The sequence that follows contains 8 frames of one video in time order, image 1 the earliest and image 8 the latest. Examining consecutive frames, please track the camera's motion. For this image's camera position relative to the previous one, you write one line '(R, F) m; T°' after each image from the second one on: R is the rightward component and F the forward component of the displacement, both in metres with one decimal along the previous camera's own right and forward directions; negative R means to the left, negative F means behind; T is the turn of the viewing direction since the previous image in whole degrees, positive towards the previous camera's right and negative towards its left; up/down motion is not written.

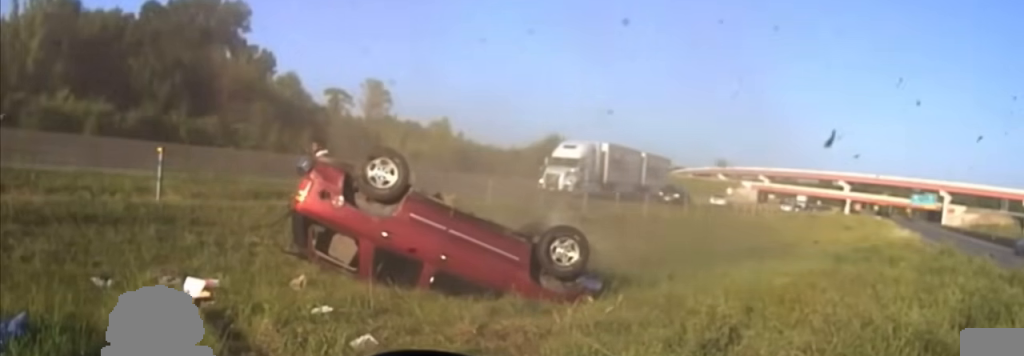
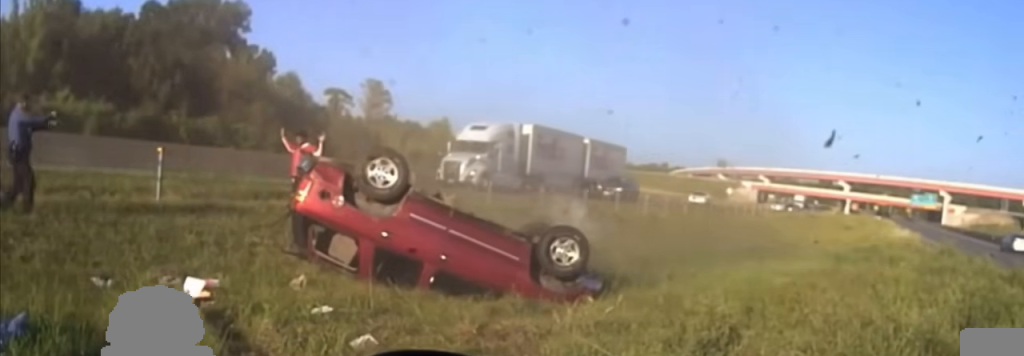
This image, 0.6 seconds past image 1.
(0.0, 0.0) m; 0°
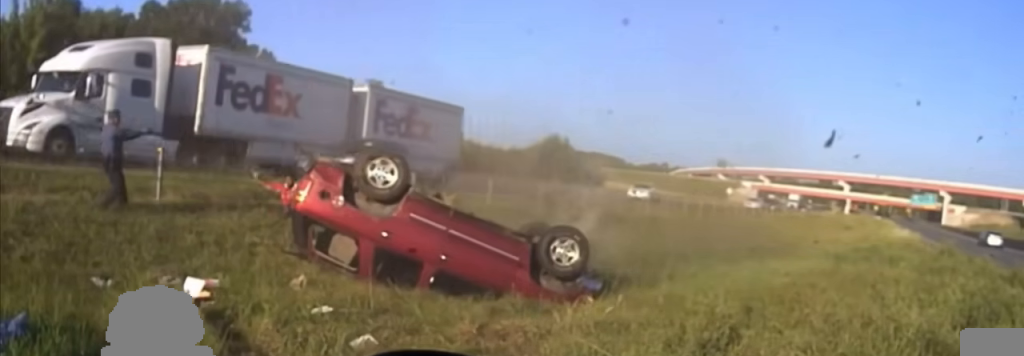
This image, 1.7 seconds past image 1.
(0.0, 0.0) m; 0°
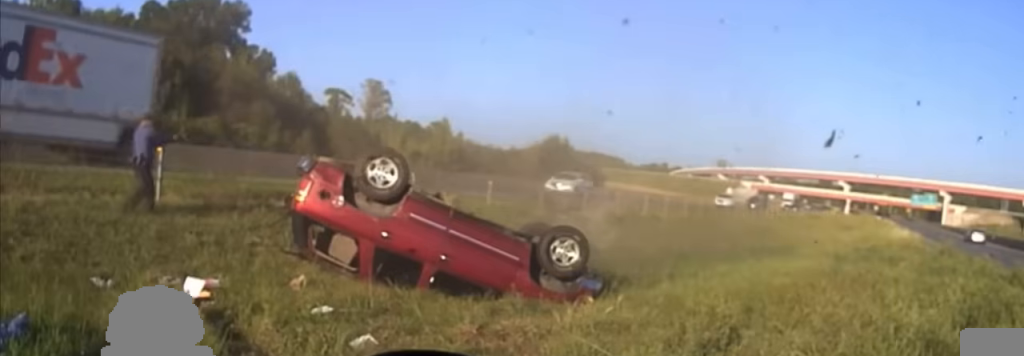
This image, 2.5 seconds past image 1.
(0.0, 0.0) m; 0°
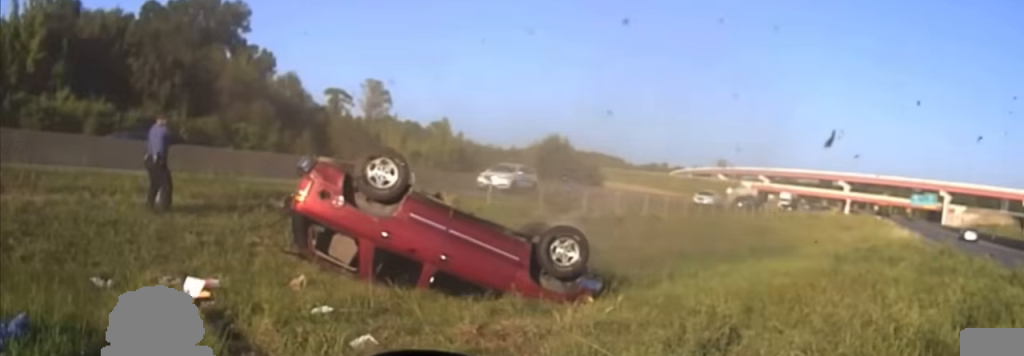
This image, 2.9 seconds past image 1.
(0.0, 0.0) m; 0°
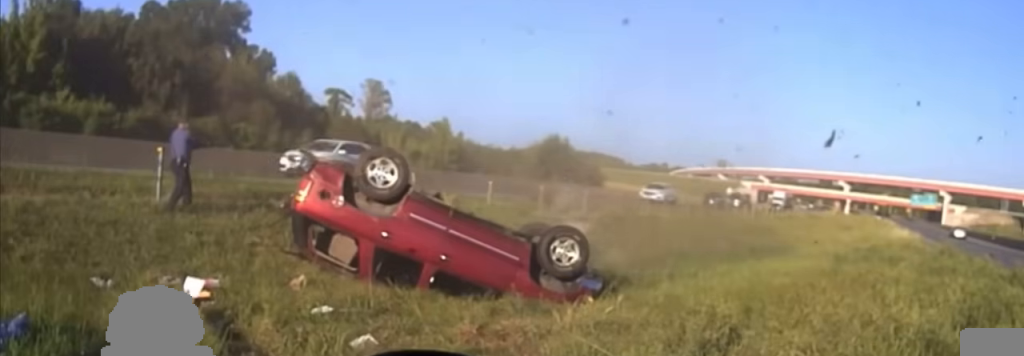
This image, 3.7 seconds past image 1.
(0.0, 0.0) m; 0°
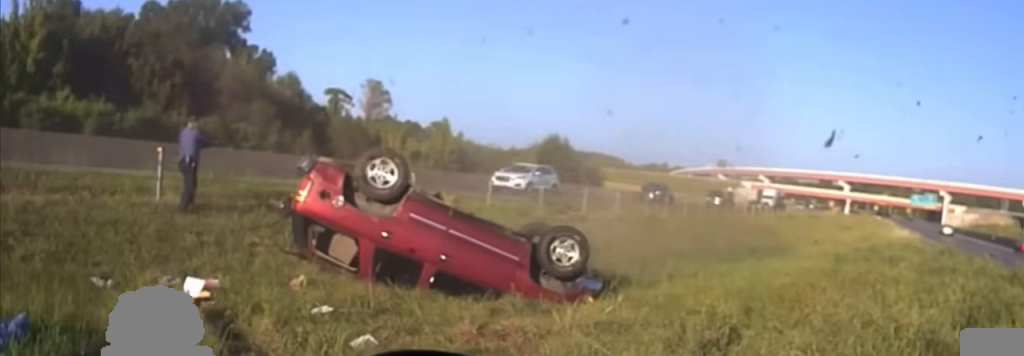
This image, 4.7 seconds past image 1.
(0.0, 0.0) m; 0°
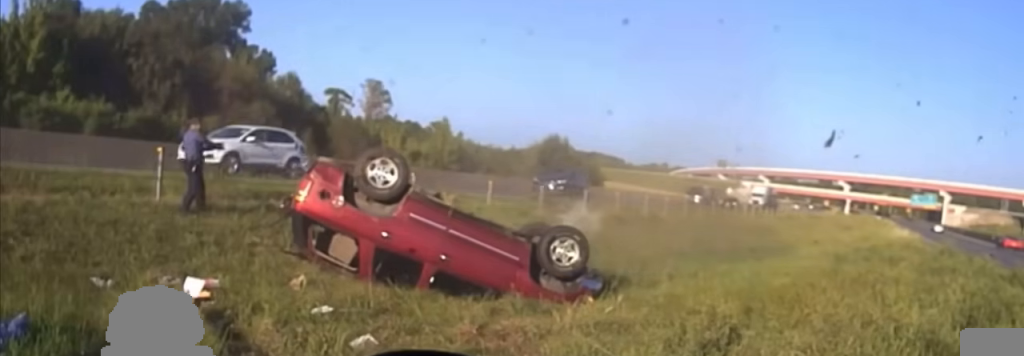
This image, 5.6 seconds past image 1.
(0.0, +0.1) m; 0°
